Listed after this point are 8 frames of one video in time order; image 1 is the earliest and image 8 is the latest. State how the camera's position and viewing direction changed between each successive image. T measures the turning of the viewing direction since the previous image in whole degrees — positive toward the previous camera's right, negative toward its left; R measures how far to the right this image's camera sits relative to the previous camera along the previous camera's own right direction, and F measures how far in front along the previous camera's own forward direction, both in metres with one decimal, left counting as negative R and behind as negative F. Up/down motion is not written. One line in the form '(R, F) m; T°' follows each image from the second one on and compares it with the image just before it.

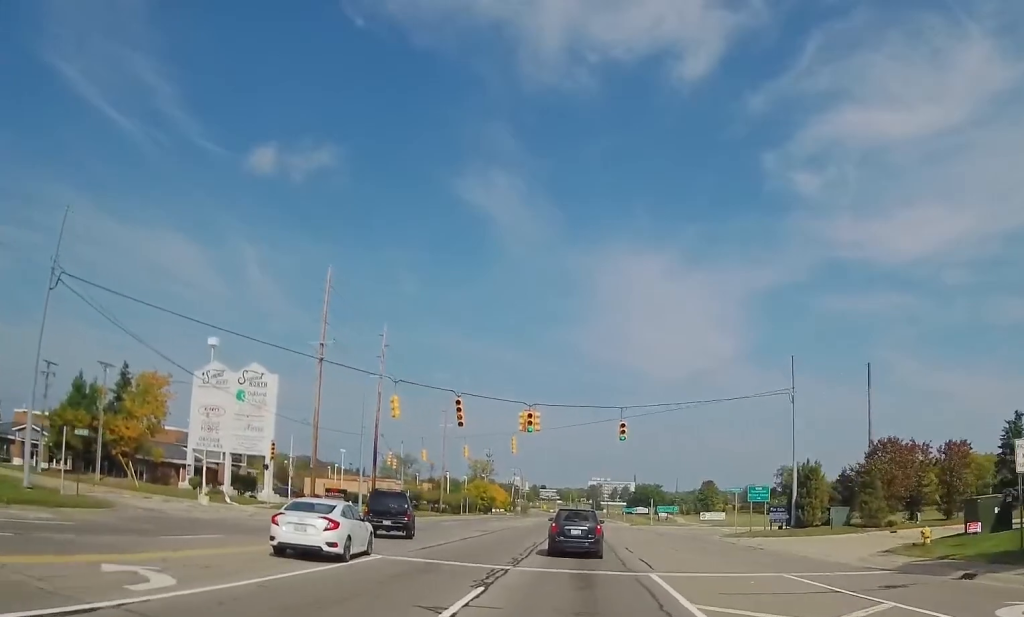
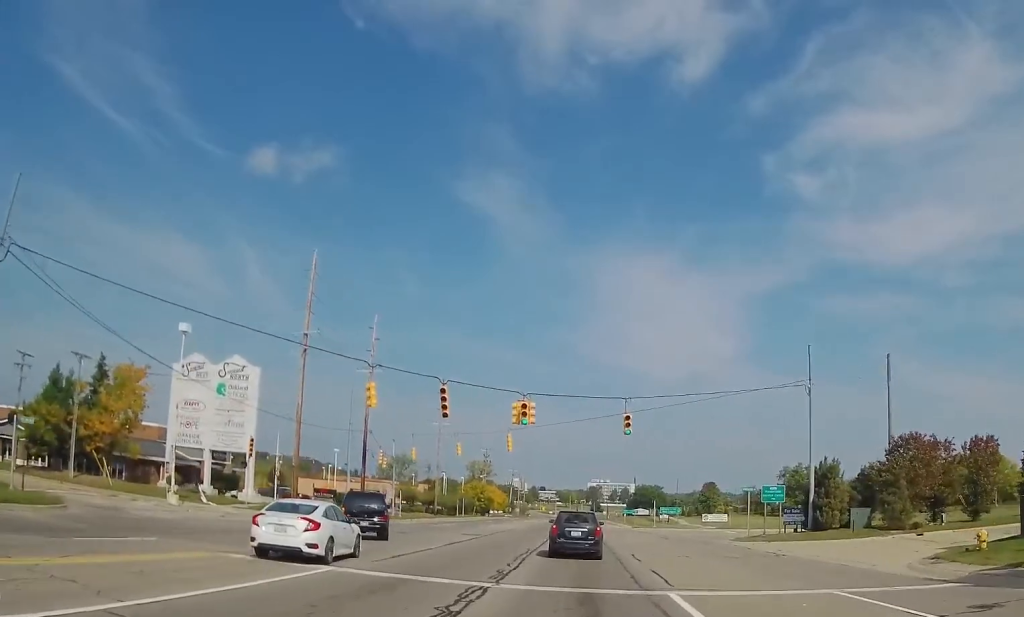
(0.0, +3.7) m; -1°
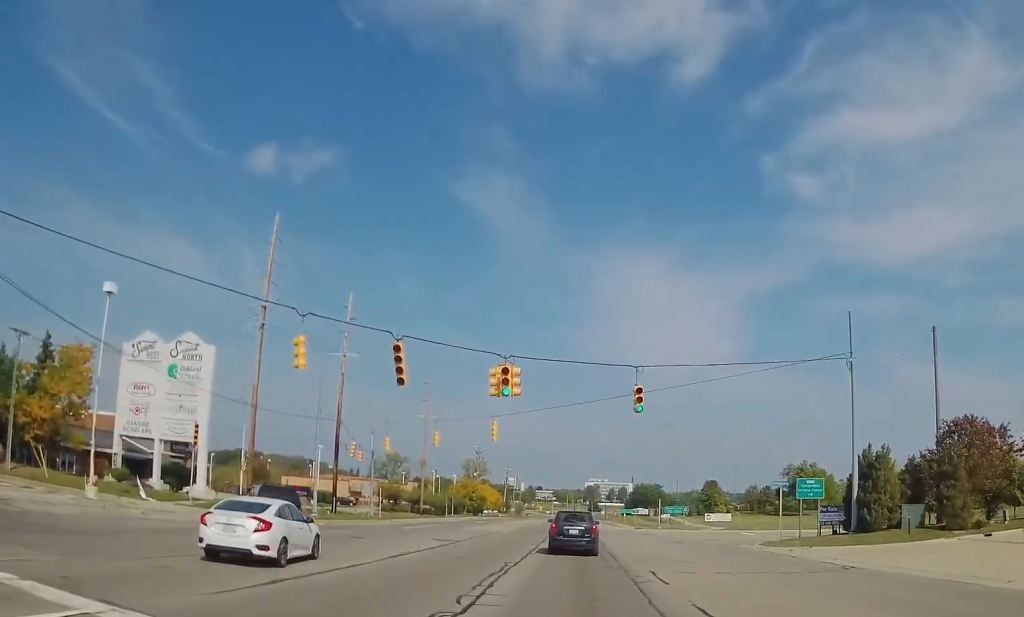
(-0.2, +7.6) m; +1°
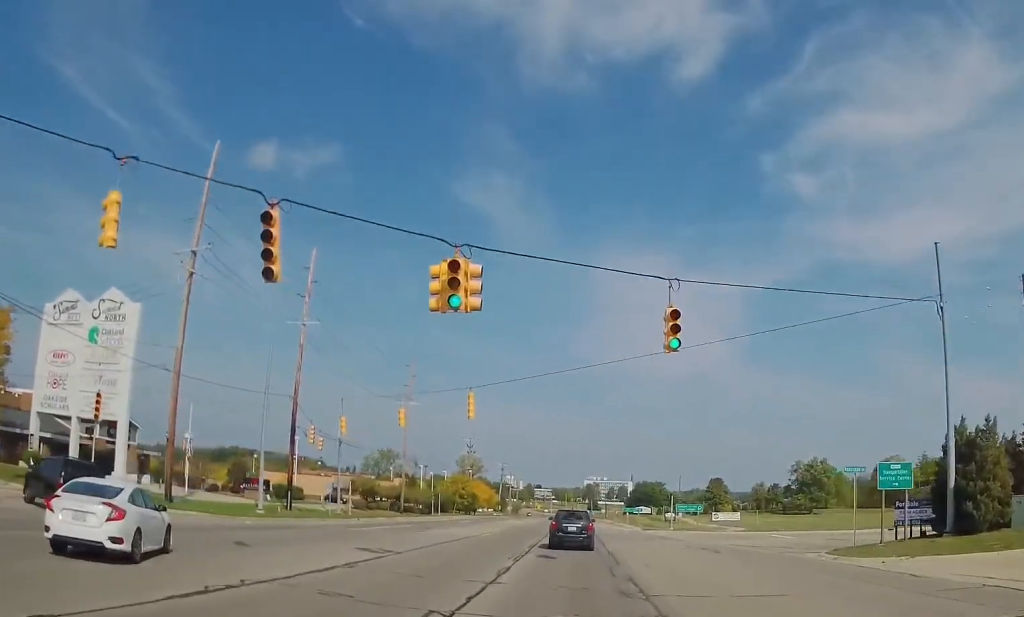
(+0.2, +10.4) m; -1°
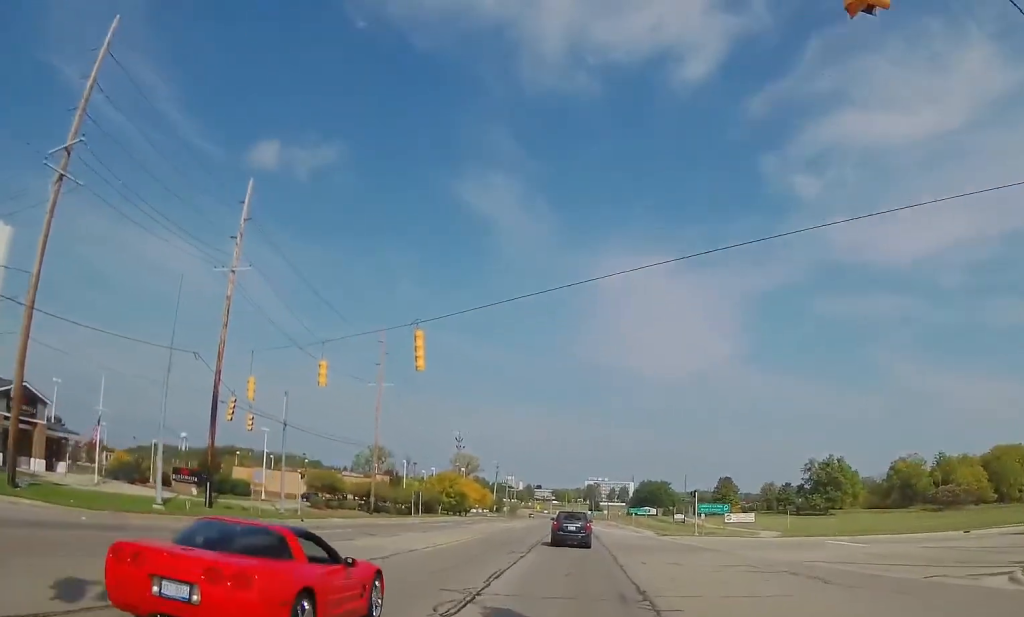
(-0.2, +13.3) m; -1°
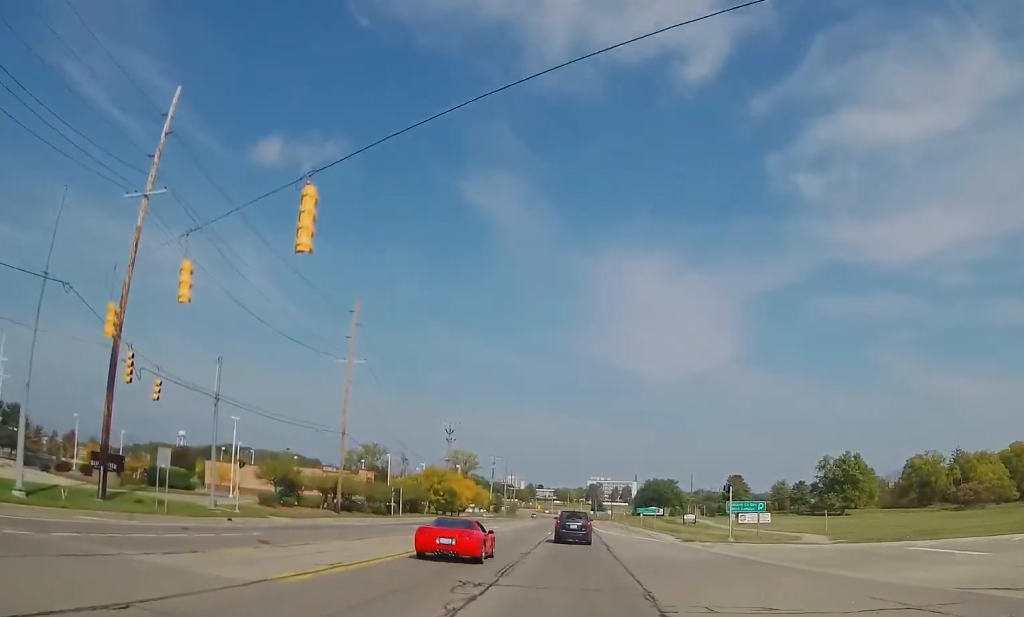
(+0.1, +11.8) m; +1°
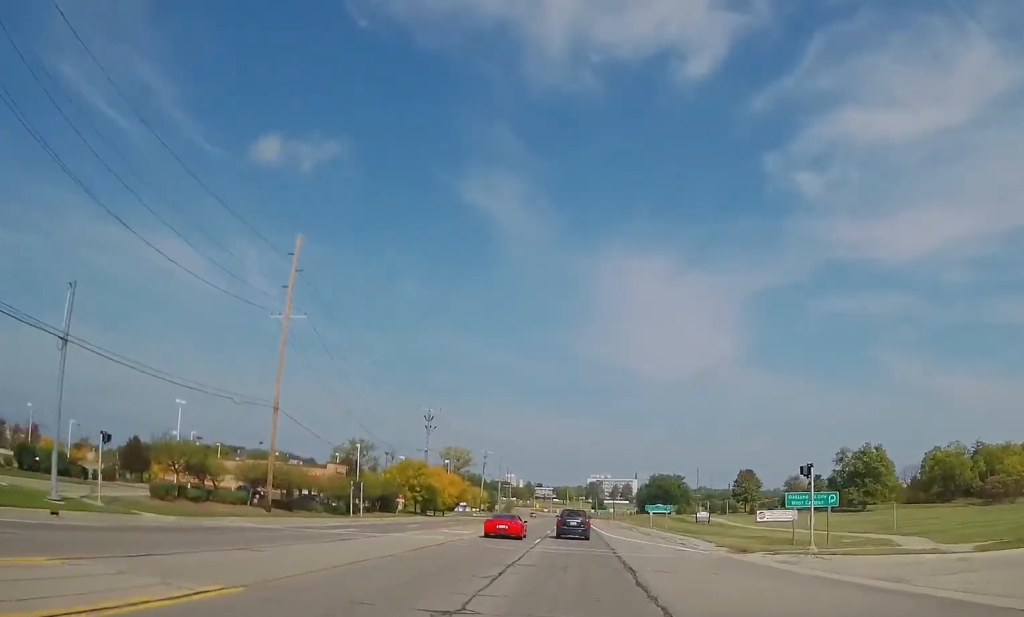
(+0.1, +15.6) m; +2°
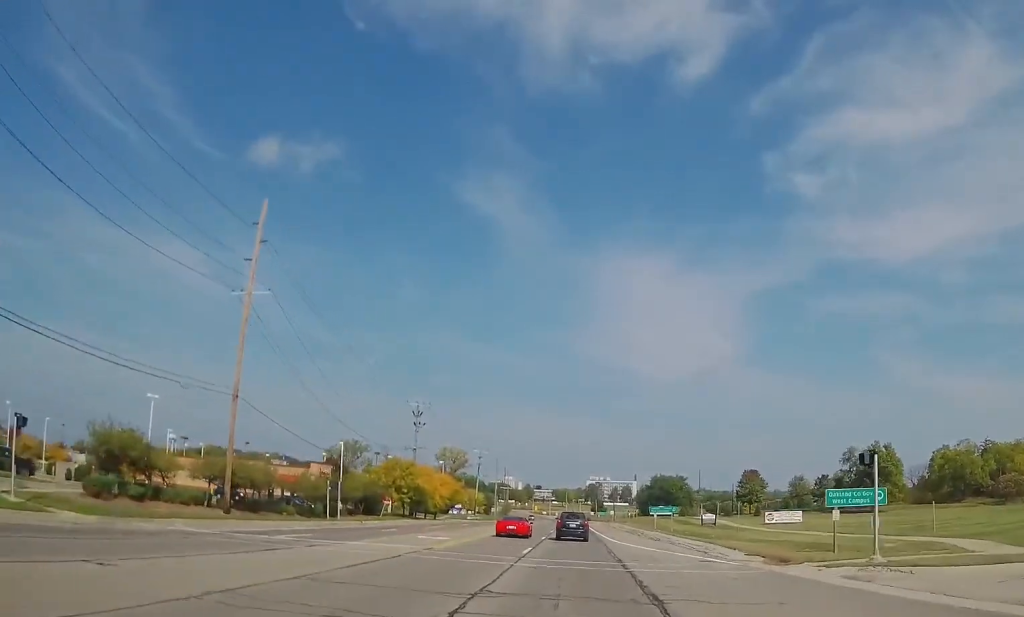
(+0.1, +6.5) m; 0°
